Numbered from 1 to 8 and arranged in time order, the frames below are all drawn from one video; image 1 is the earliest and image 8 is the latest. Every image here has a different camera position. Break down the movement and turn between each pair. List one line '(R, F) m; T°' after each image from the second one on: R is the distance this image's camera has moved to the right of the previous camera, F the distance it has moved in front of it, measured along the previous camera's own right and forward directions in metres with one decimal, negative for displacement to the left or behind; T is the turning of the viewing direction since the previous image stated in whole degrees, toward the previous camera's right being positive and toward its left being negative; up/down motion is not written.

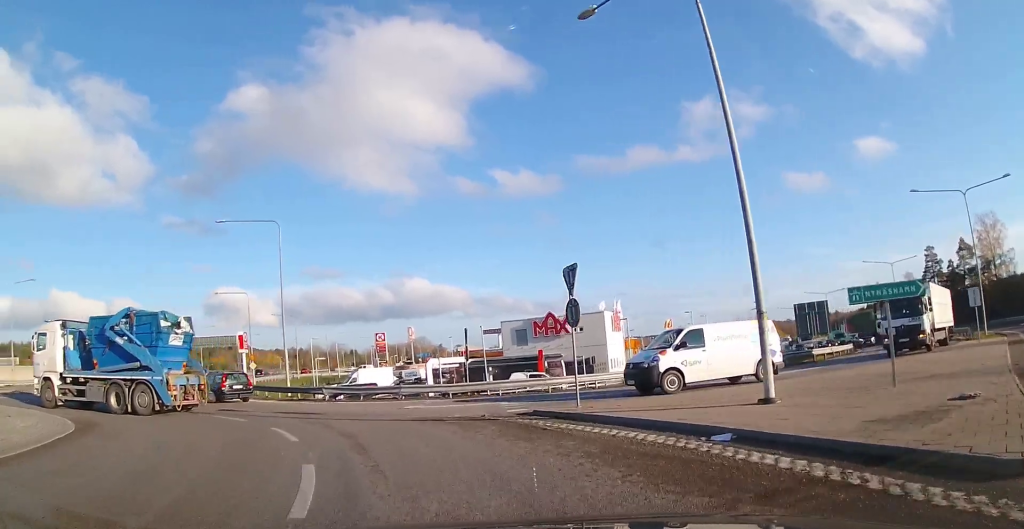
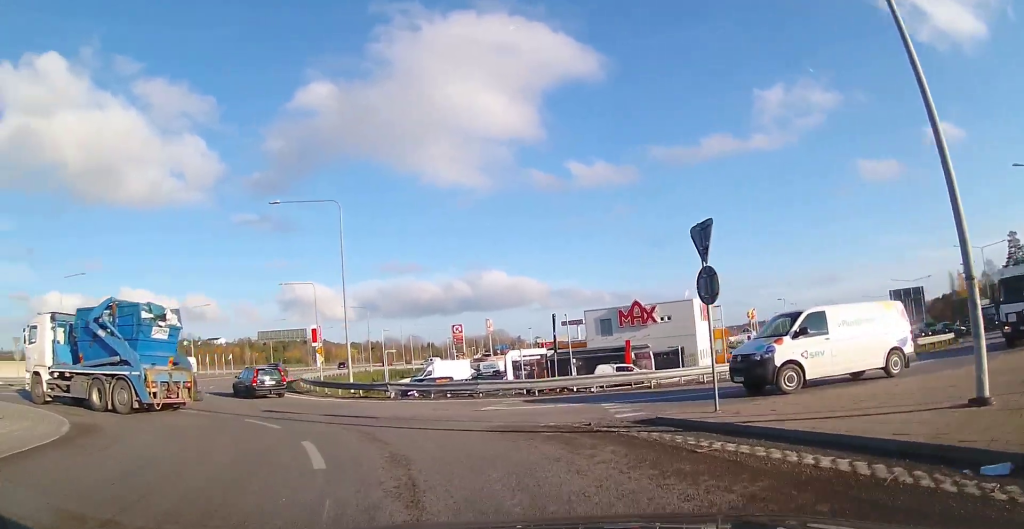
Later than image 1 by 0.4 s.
(-0.4, +3.6) m; -6°
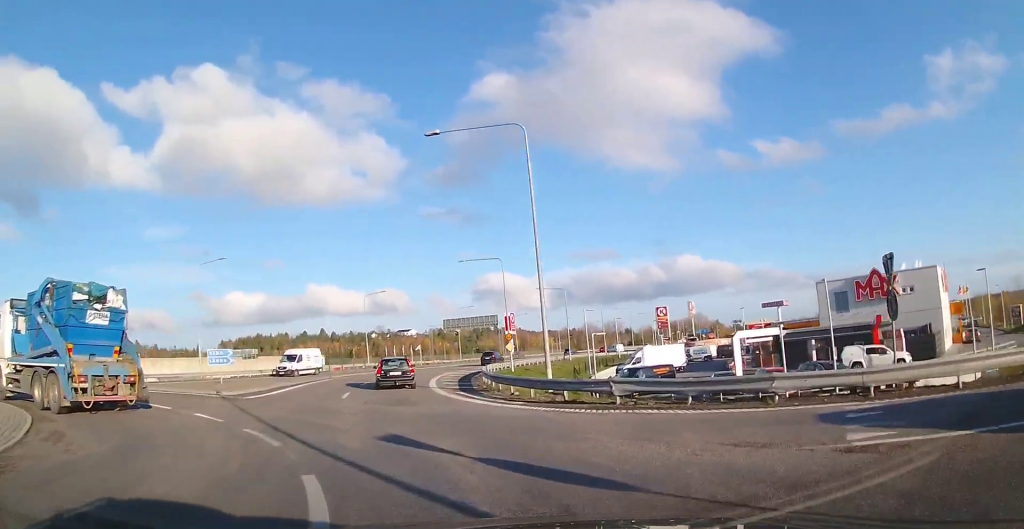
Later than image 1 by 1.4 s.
(-1.2, +9.2) m; -13°
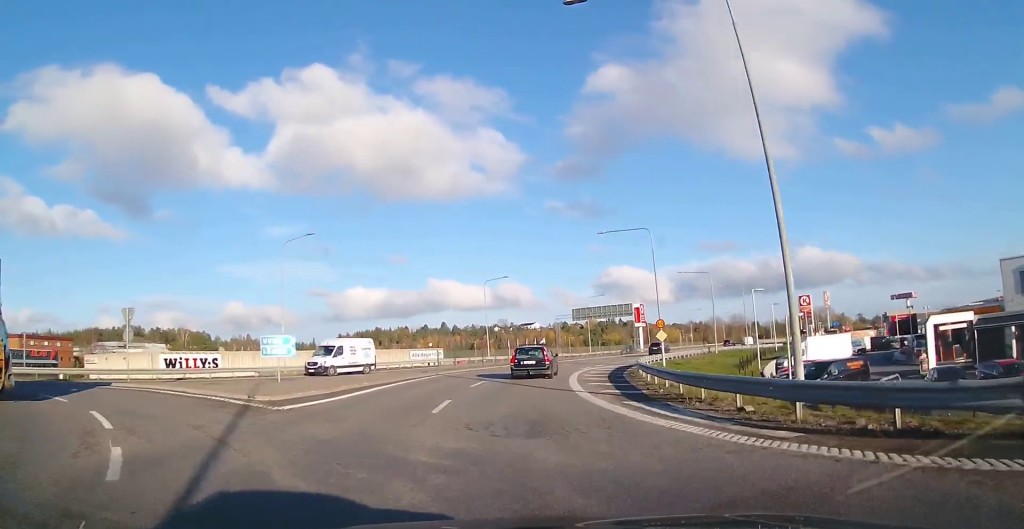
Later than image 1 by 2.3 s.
(-0.7, +8.3) m; -6°
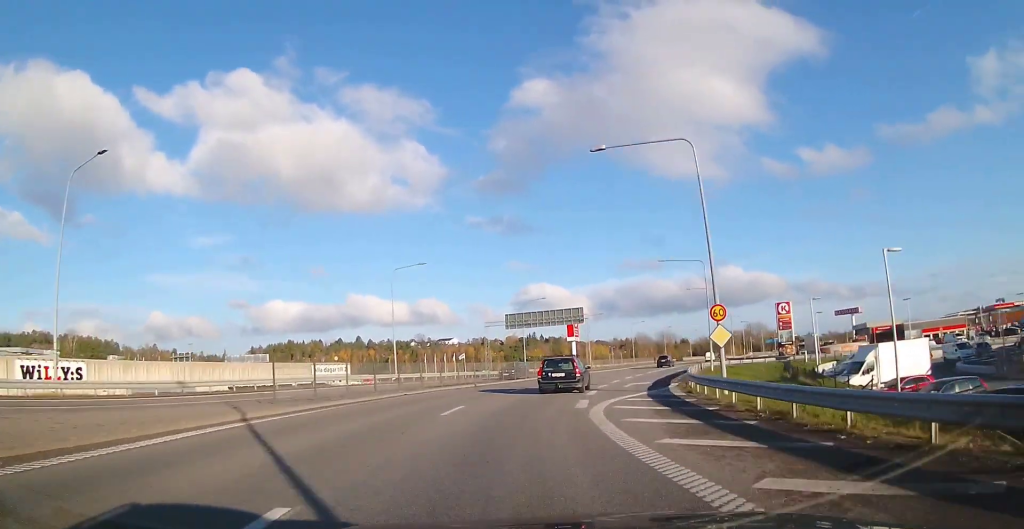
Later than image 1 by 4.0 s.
(-0.5, +17.8) m; -1°
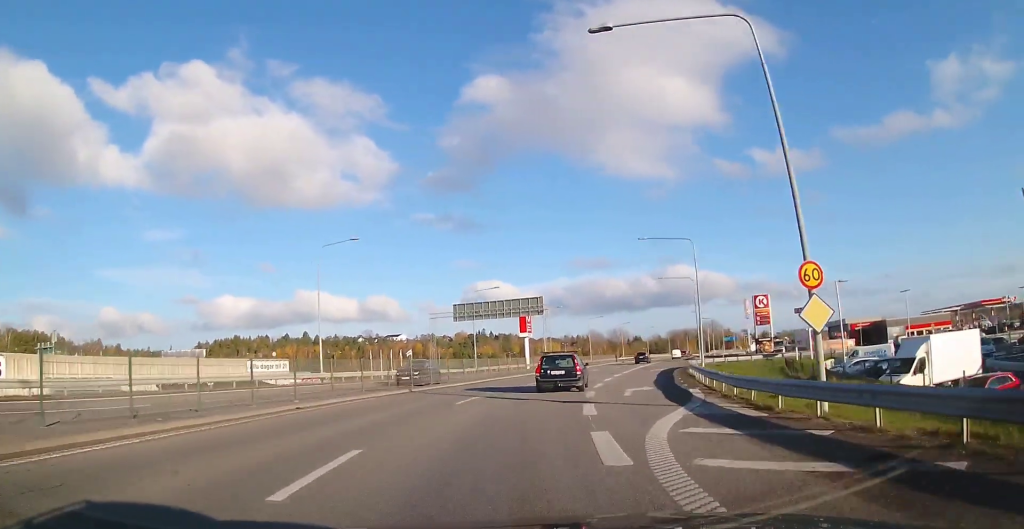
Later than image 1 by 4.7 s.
(+0.1, +8.6) m; +3°
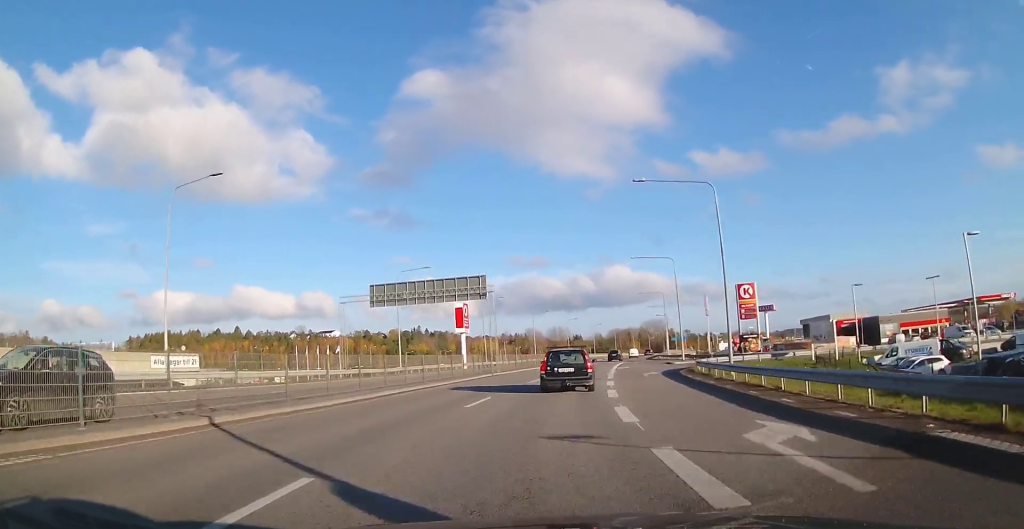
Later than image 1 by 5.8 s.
(+0.8, +13.9) m; +6°
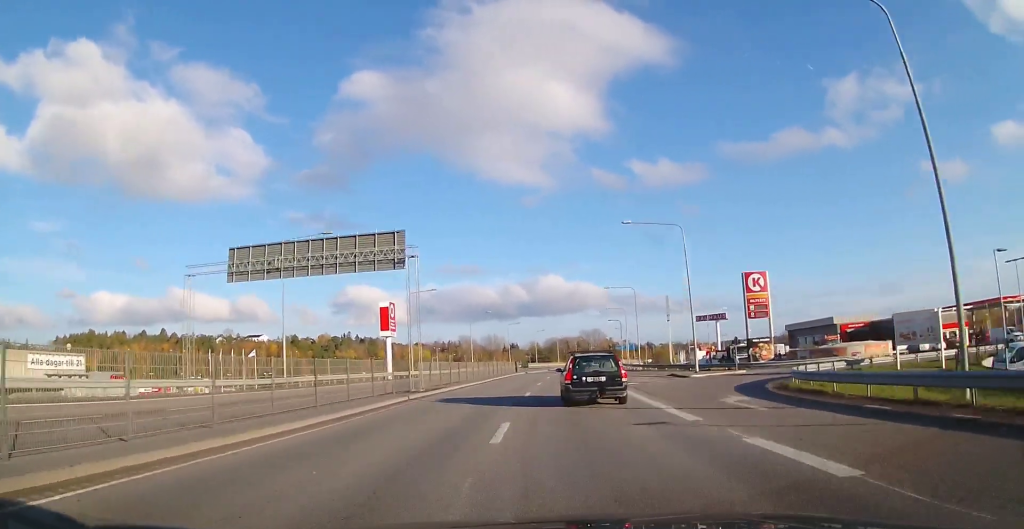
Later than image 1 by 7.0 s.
(+0.6, +17.2) m; +6°
